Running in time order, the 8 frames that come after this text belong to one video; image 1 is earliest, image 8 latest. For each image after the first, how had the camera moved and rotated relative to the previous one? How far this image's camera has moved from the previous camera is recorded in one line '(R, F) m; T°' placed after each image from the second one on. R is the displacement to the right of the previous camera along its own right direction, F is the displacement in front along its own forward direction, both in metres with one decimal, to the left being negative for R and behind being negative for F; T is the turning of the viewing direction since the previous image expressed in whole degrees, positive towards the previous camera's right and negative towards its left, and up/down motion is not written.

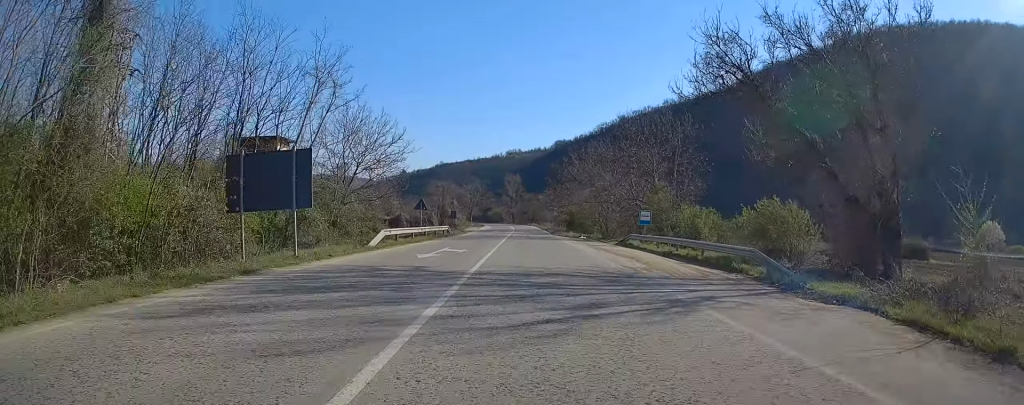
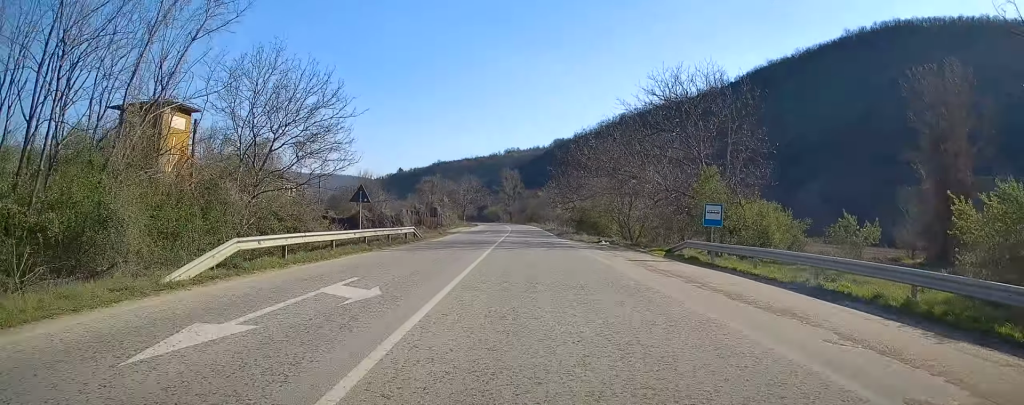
(0.0, +14.0) m; 0°
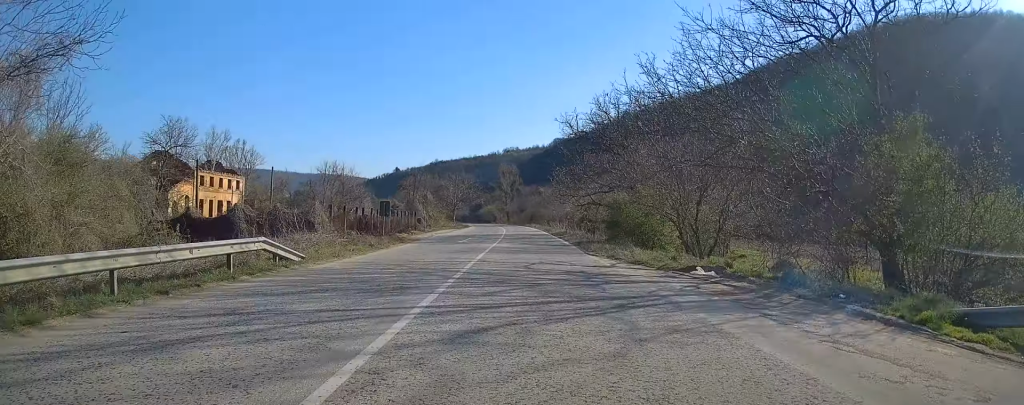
(0.0, +19.4) m; 0°
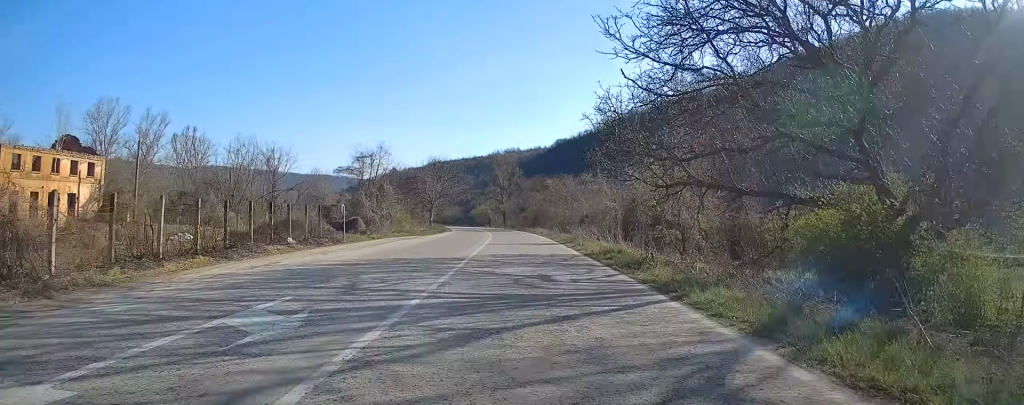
(0.0, +31.0) m; 0°
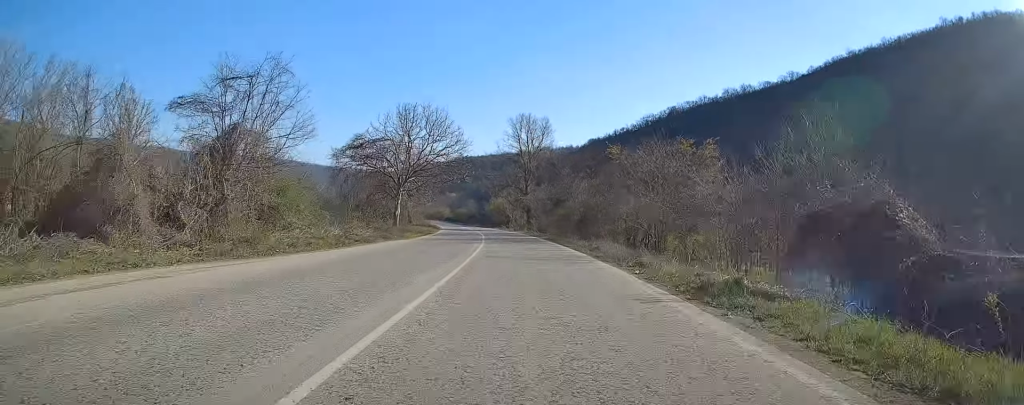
(0.0, +40.8) m; -1°
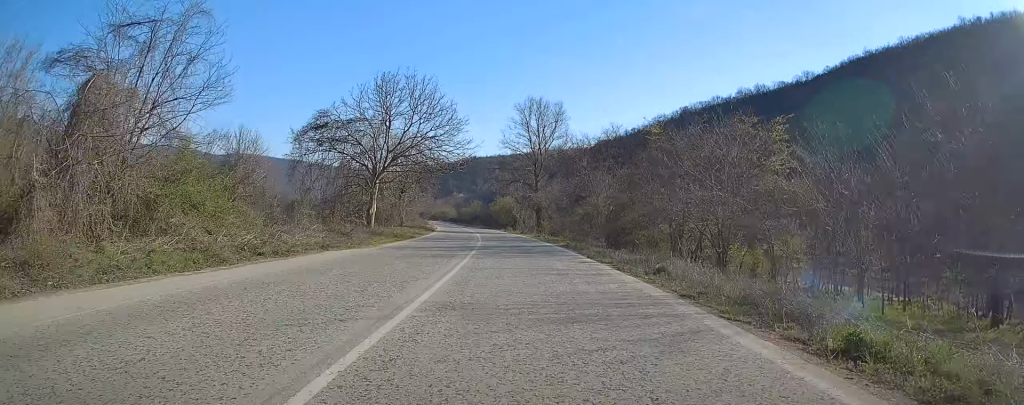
(-0.1, +11.5) m; -1°
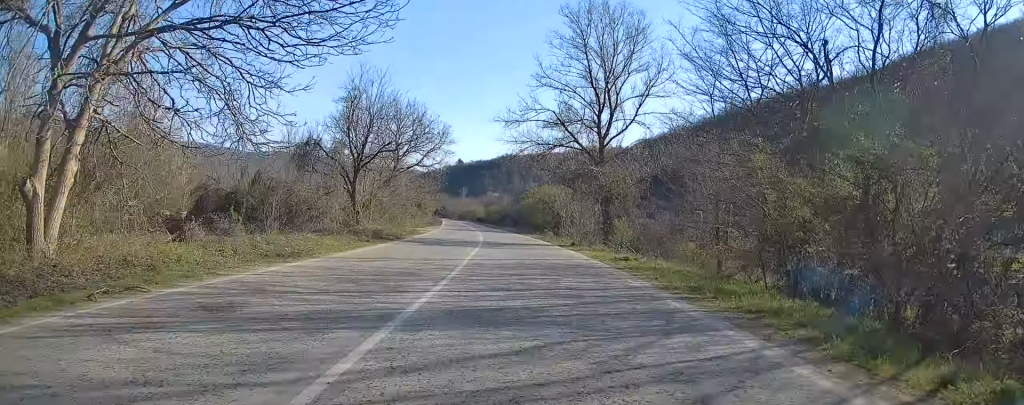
(-0.9, +31.7) m; -3°
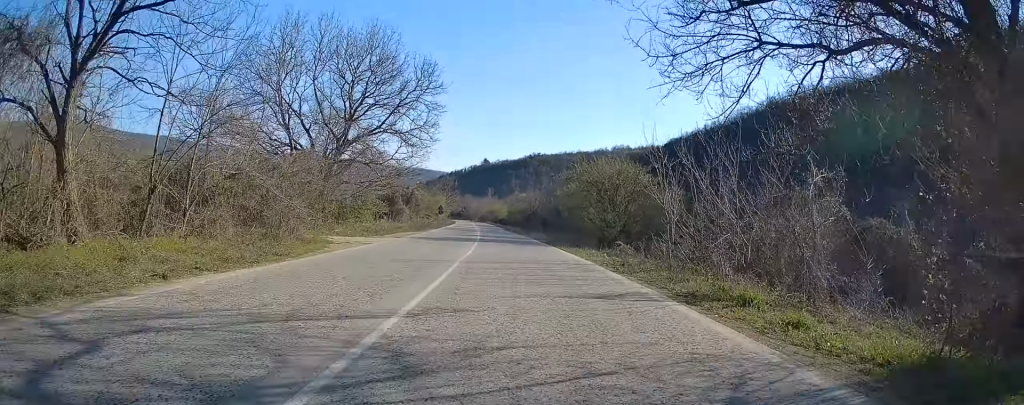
(-0.7, +29.1) m; -2°
